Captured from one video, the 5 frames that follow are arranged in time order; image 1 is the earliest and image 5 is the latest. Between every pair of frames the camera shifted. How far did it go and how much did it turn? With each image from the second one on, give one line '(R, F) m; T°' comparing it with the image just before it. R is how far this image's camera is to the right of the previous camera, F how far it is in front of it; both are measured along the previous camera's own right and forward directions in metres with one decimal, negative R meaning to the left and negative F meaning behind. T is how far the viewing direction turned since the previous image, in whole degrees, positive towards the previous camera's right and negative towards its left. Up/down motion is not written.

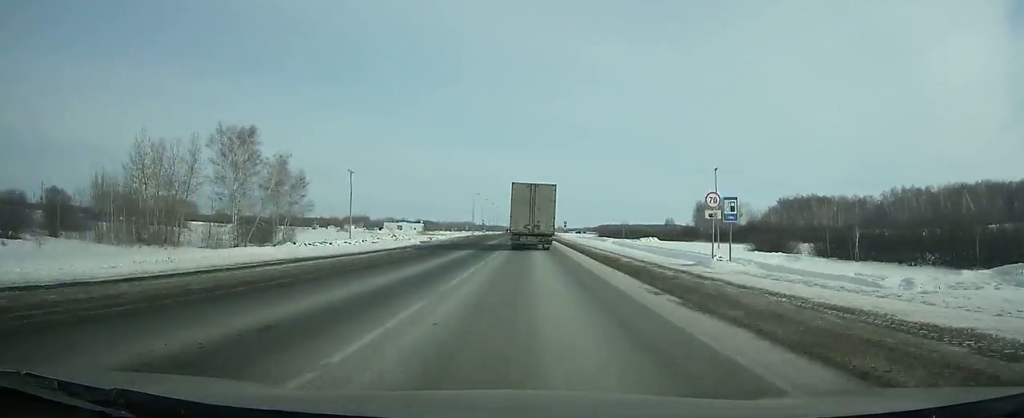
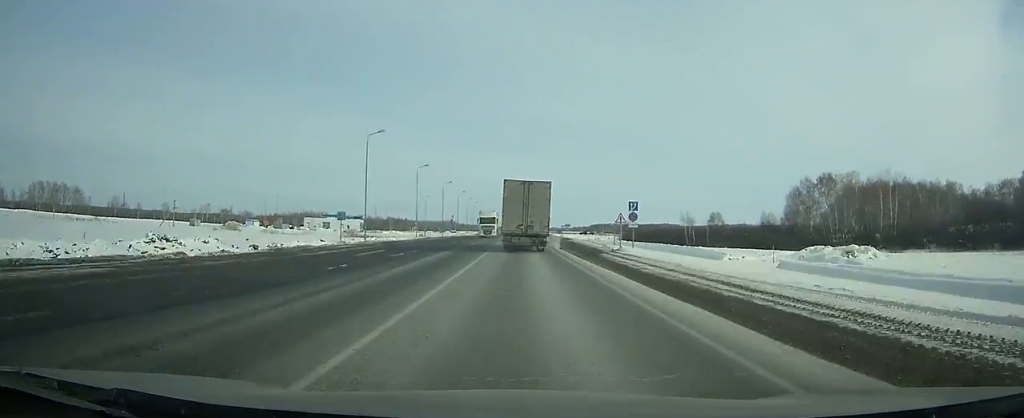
(+0.6, +97.4) m; +1°
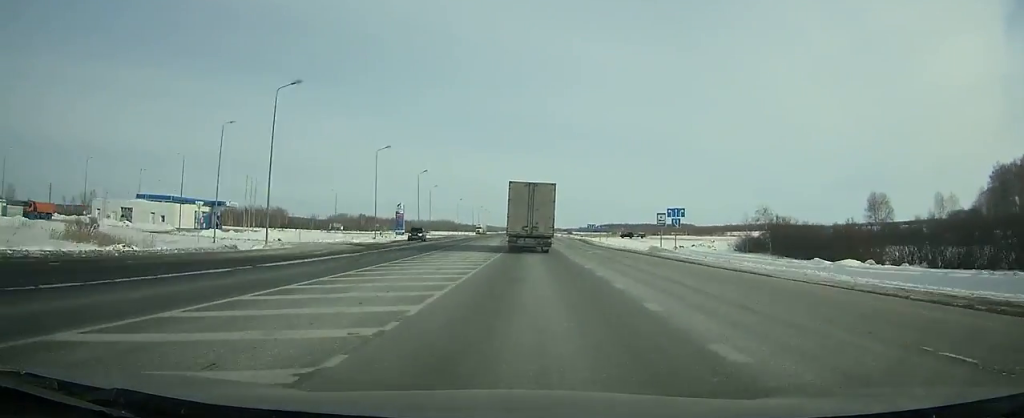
(+0.8, +110.7) m; 0°
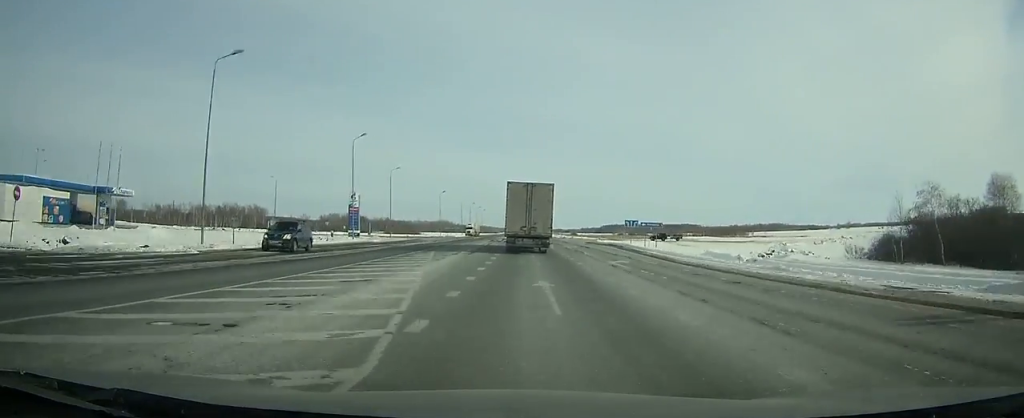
(-0.1, +37.6) m; 0°
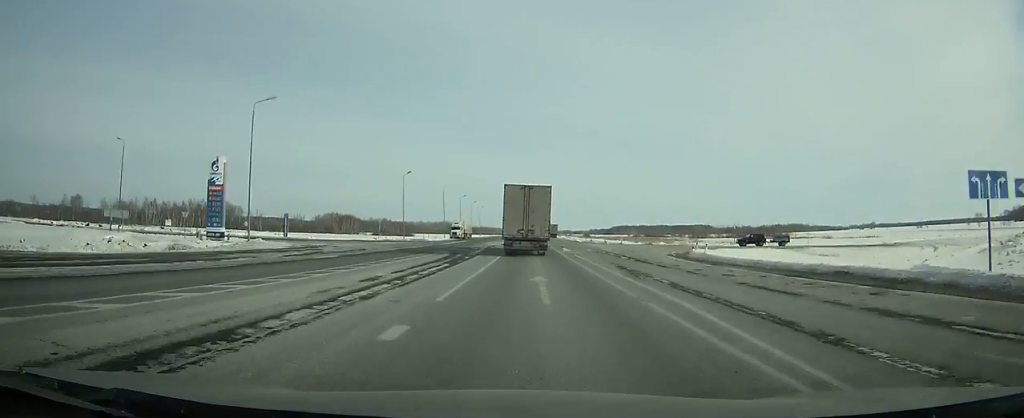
(0.0, +48.8) m; -1°
